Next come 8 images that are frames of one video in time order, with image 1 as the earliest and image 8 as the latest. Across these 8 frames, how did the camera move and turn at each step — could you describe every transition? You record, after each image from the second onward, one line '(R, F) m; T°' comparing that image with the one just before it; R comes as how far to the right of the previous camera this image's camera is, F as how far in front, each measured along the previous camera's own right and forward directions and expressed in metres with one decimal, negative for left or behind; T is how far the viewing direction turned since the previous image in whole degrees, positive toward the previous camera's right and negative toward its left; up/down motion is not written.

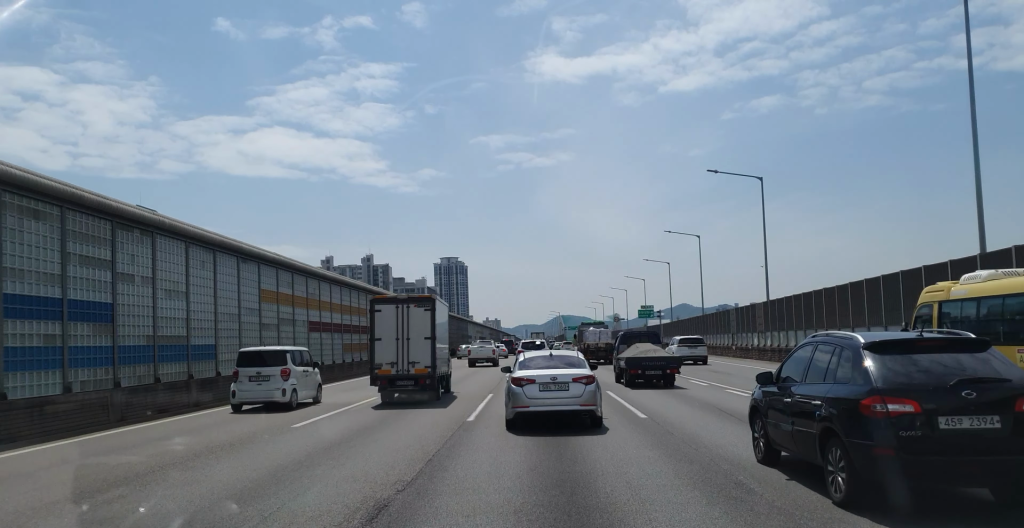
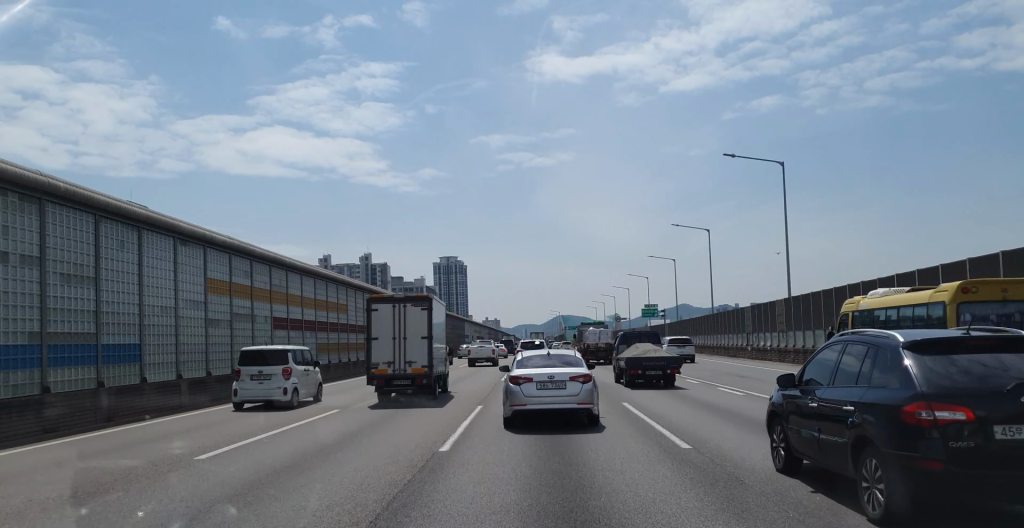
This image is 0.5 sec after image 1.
(0.0, +4.4) m; 0°
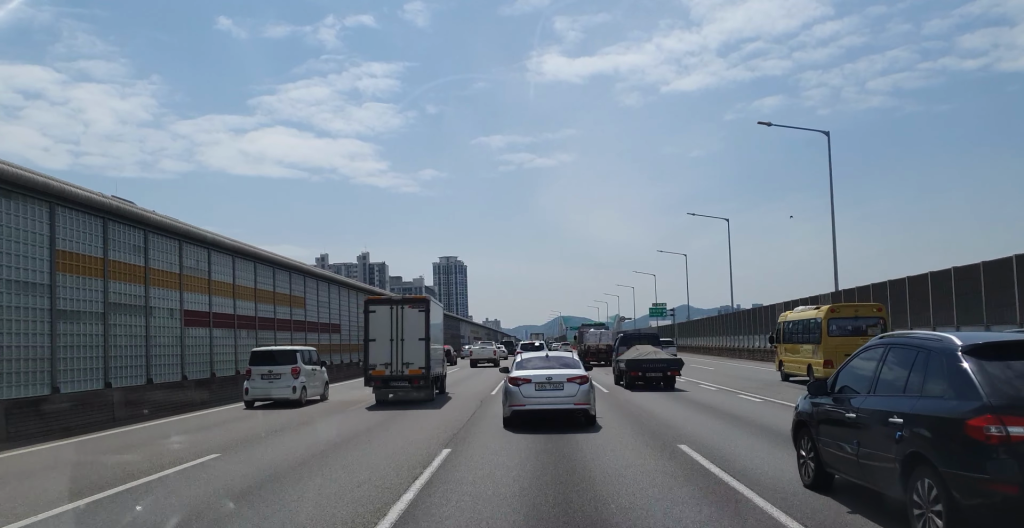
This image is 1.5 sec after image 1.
(0.0, +7.7) m; 0°
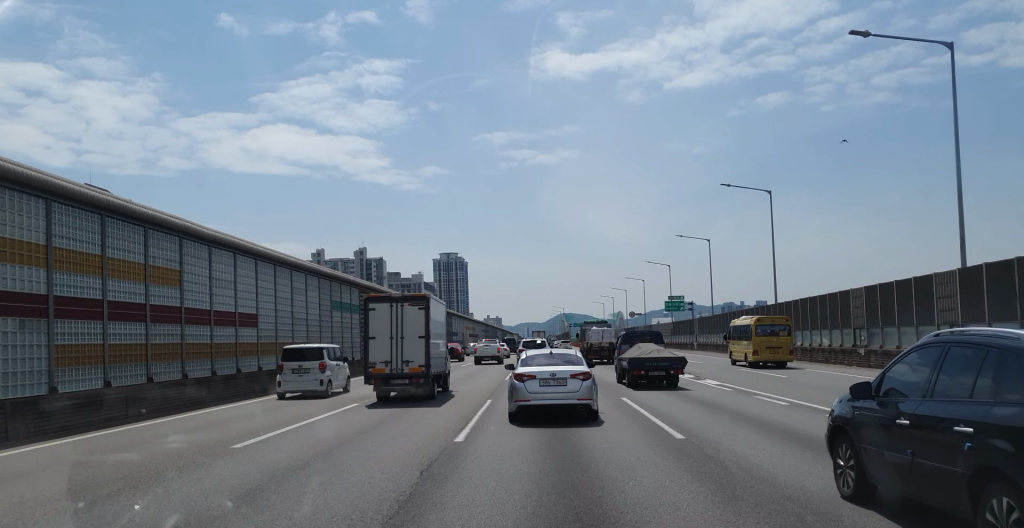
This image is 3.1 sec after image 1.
(+0.5, +13.0) m; +4°
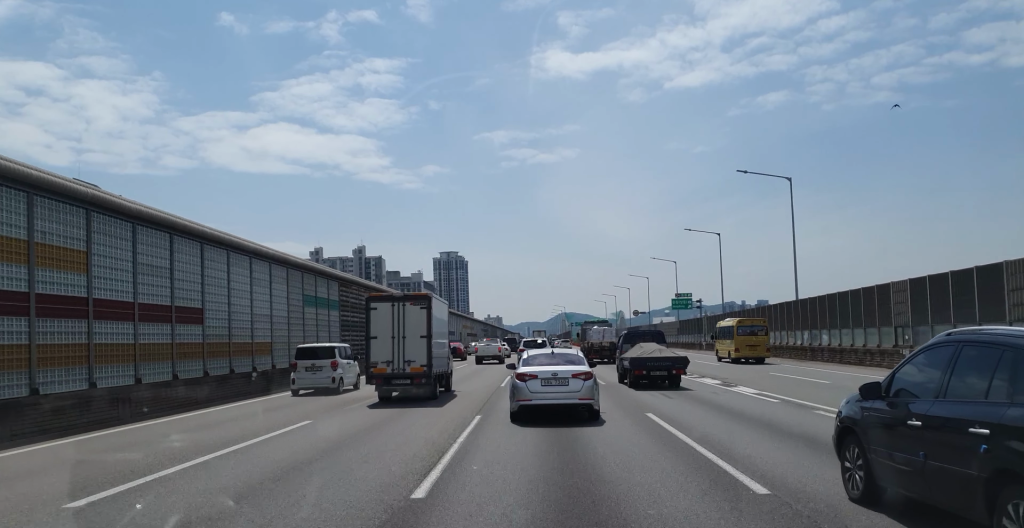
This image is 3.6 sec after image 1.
(+0.2, +4.5) m; +1°
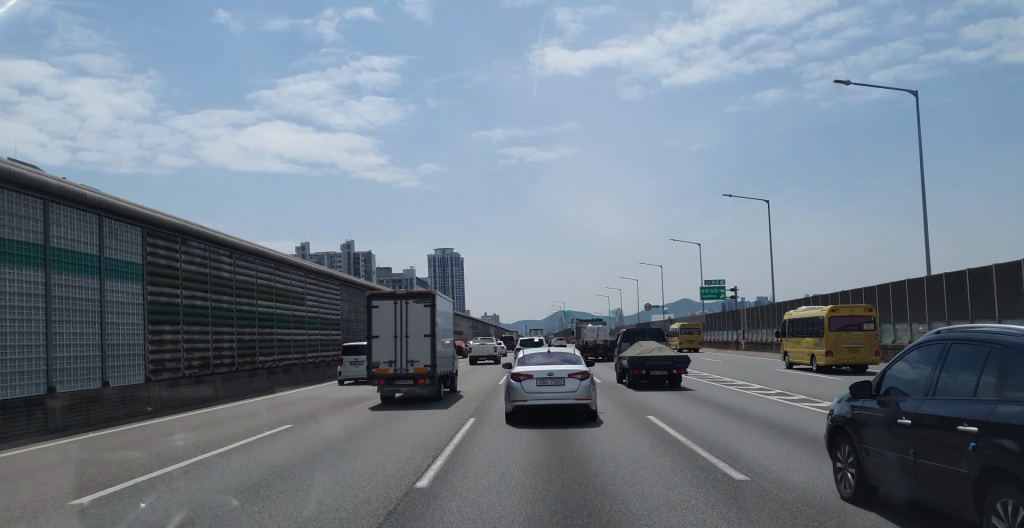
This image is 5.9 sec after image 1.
(-0.8, +19.9) m; -1°
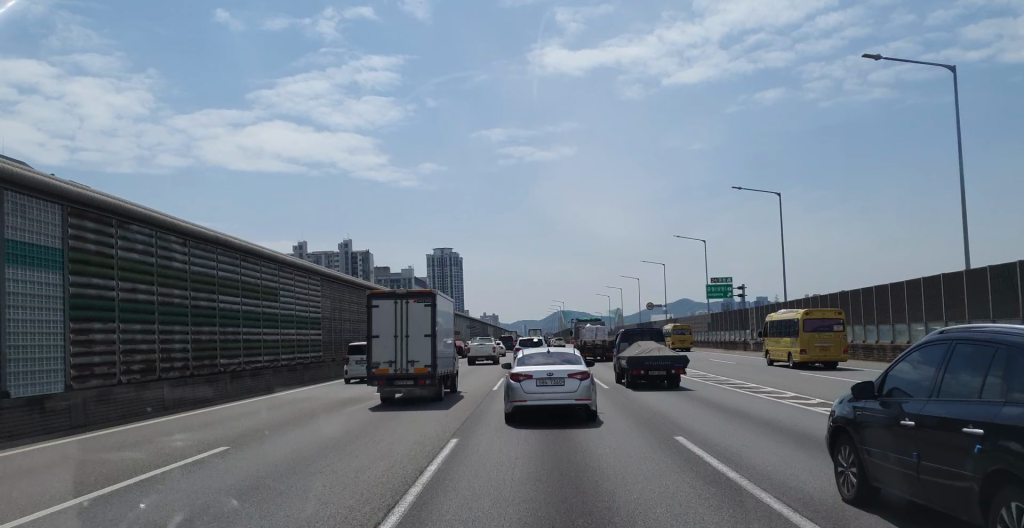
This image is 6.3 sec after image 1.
(+0.1, +4.0) m; +1°
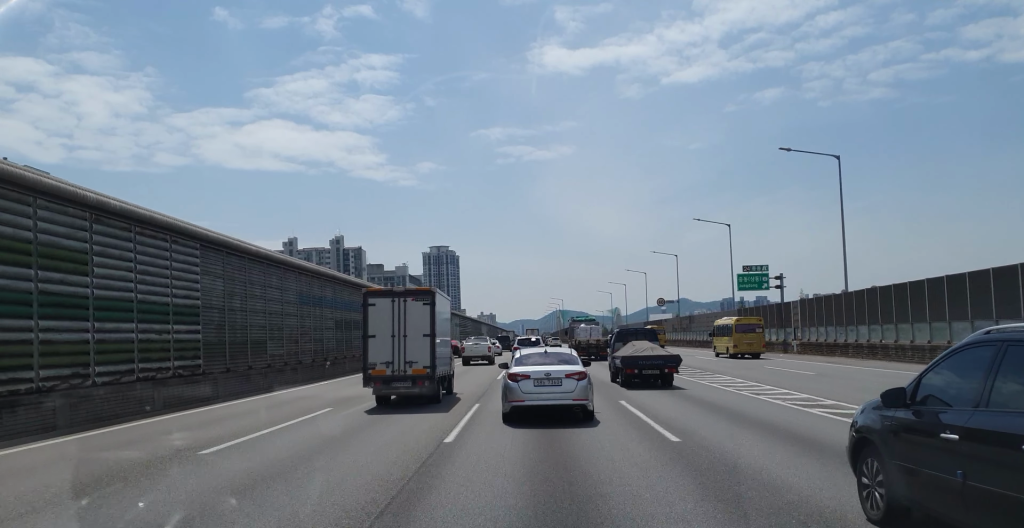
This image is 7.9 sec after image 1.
(-0.1, +13.3) m; -2°
